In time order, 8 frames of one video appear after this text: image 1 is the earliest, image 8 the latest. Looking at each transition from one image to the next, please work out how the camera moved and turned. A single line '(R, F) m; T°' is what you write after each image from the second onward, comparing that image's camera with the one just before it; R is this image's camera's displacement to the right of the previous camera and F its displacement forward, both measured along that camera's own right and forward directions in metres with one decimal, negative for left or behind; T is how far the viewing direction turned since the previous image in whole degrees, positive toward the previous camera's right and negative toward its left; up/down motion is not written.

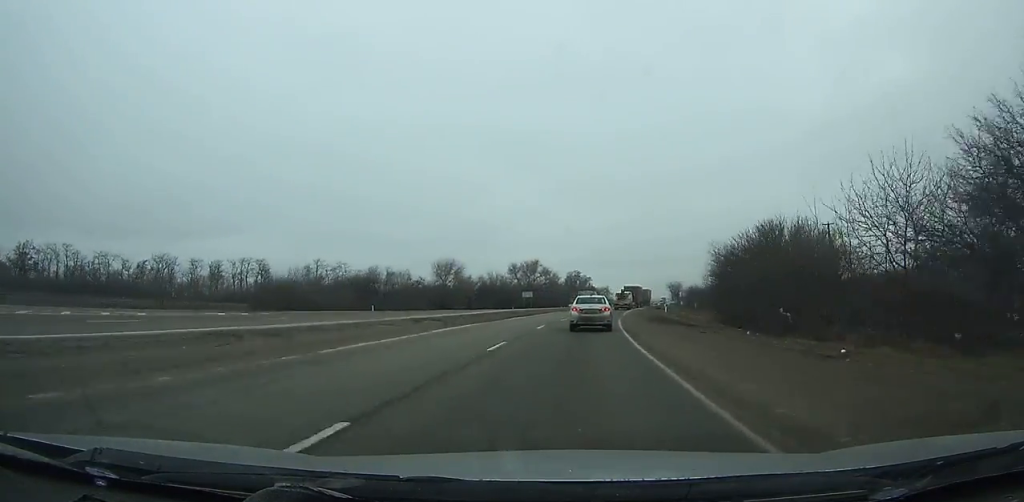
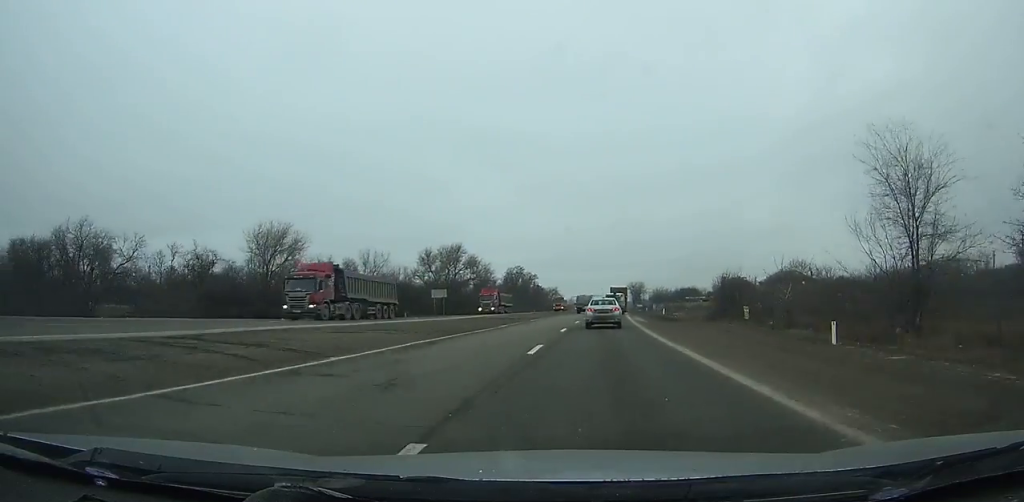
(+2.2, +48.8) m; +5°
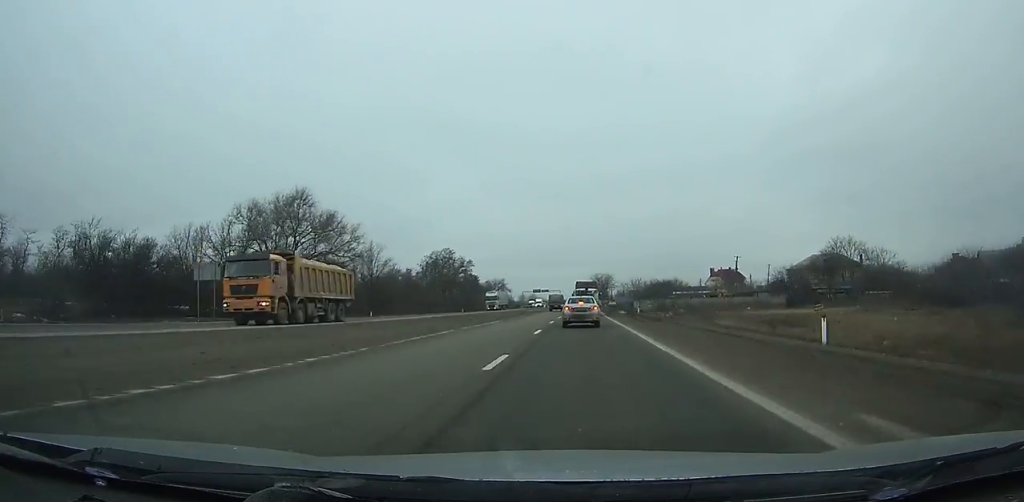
(+1.5, +47.2) m; +3°
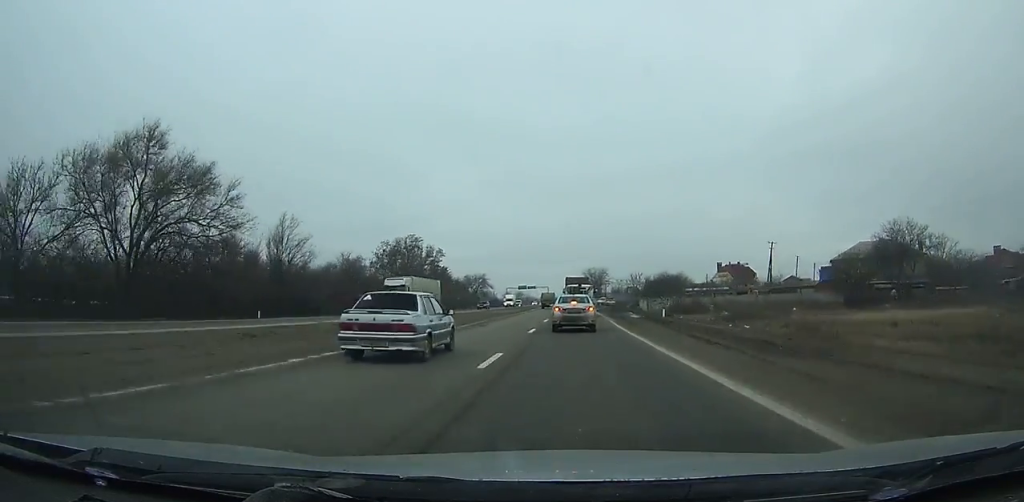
(+0.2, +20.4) m; +1°
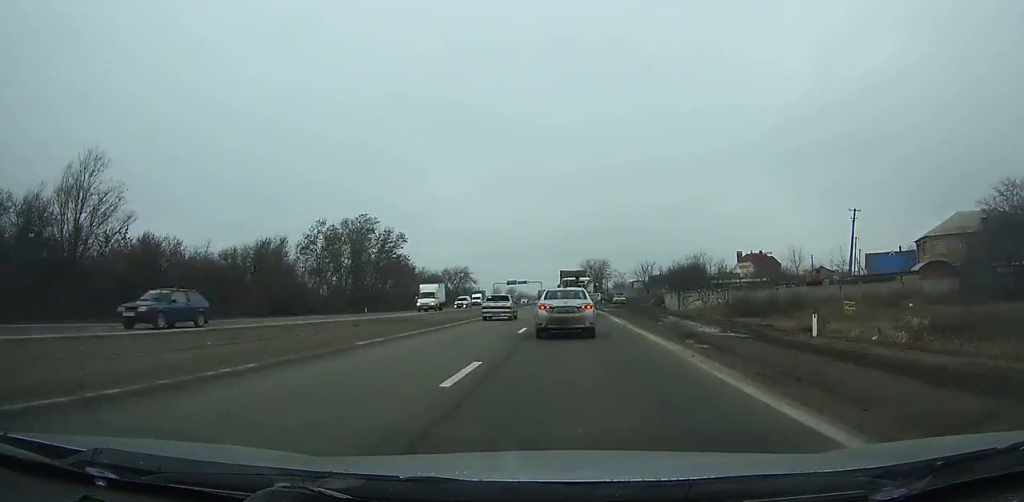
(+0.3, +23.3) m; 0°
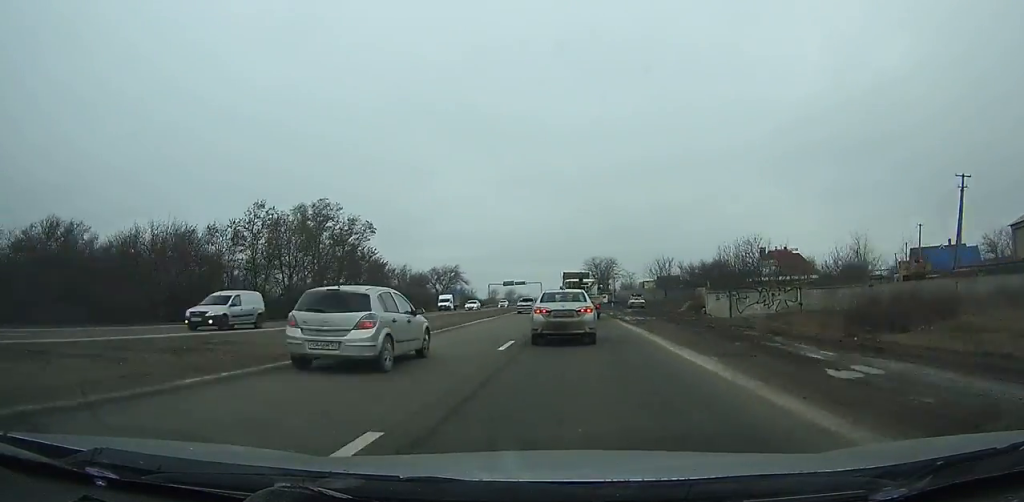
(0.0, +18.5) m; -1°
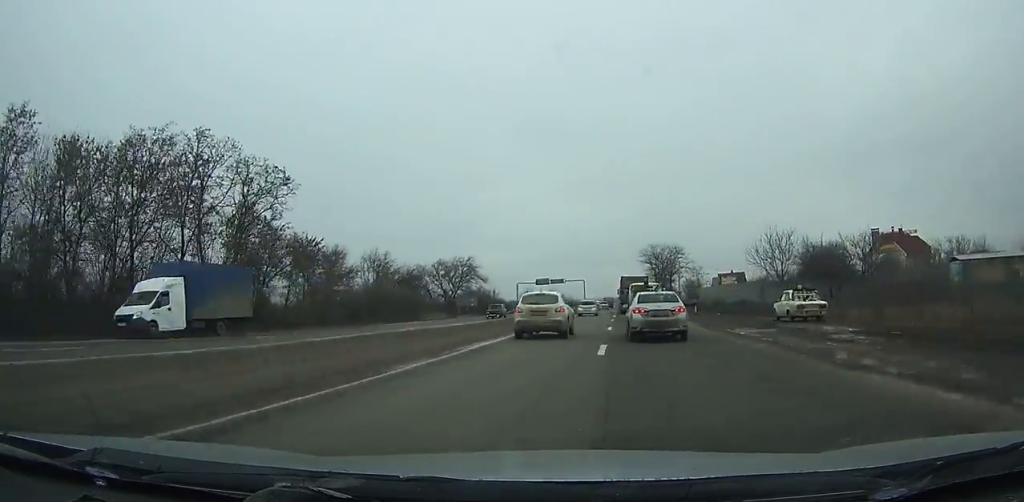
(-0.8, +41.7) m; -1°
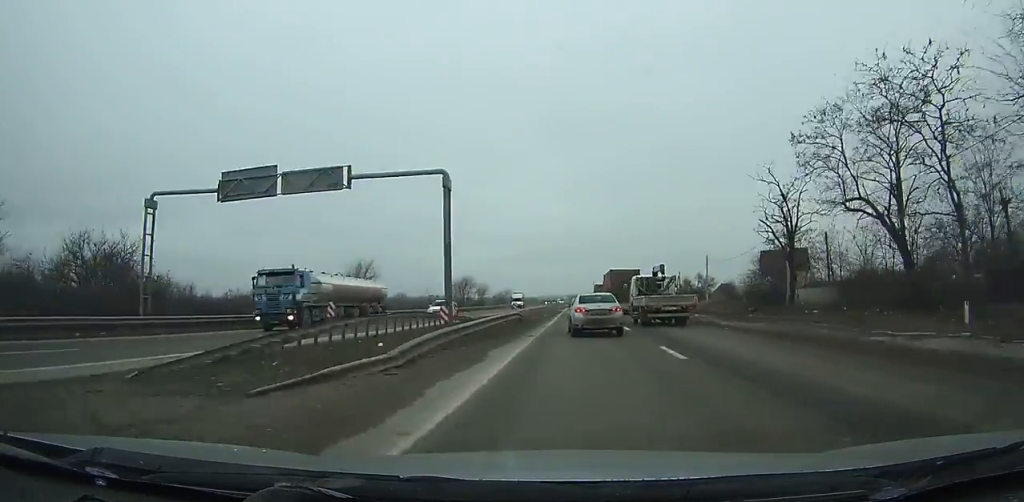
(+0.8, +112.2) m; +1°
